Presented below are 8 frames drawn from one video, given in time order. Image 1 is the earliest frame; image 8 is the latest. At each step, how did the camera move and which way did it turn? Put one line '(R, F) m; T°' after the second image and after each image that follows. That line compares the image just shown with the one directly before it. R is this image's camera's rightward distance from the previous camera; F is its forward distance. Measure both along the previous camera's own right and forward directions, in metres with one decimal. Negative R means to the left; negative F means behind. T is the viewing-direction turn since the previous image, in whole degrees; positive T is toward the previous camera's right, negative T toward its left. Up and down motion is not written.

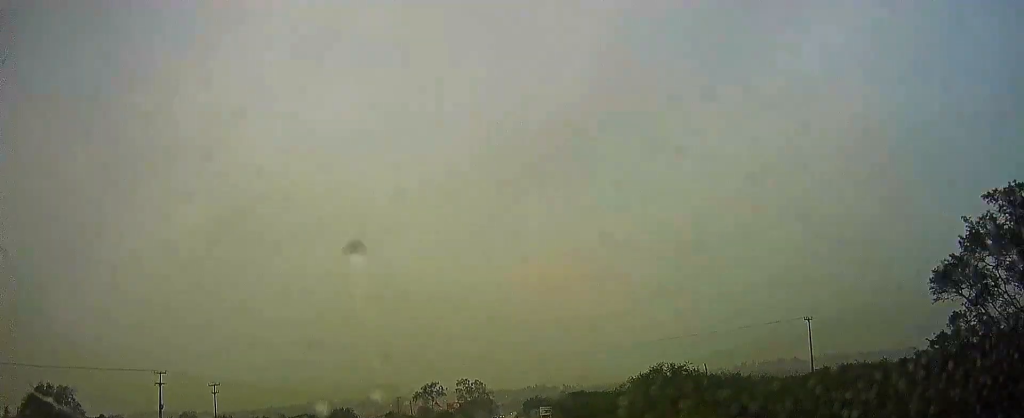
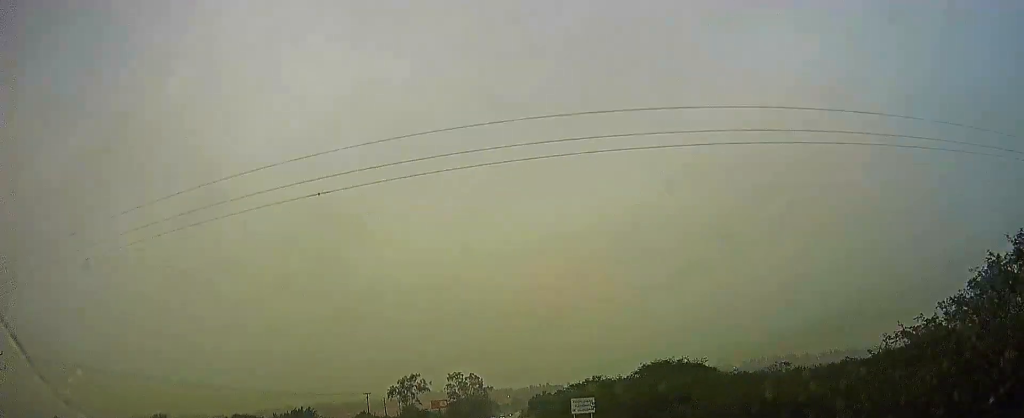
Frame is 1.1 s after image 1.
(-0.2, +43.0) m; 0°
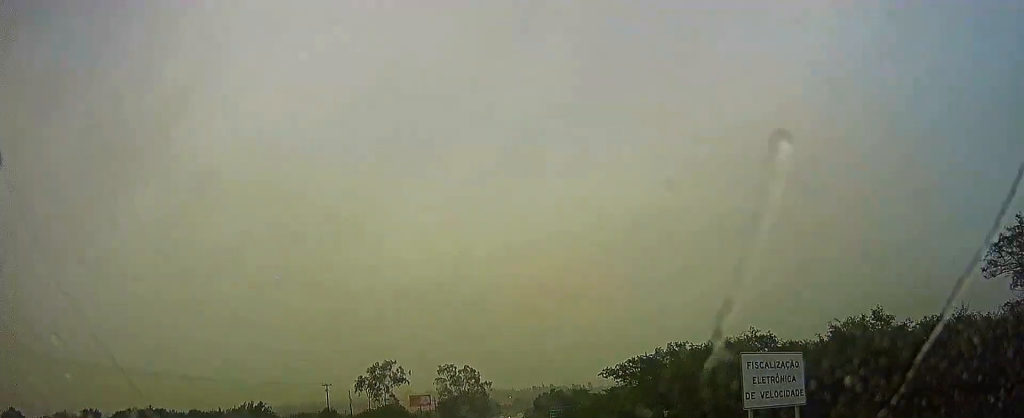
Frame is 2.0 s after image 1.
(-0.1, +34.2) m; 0°
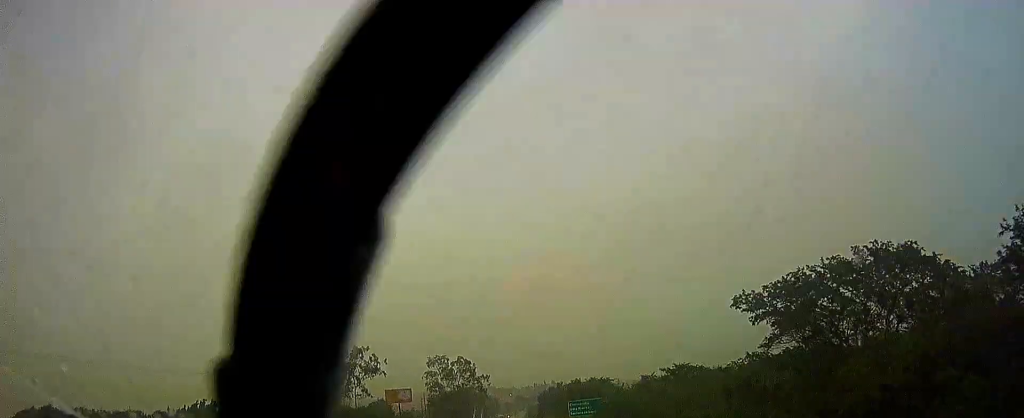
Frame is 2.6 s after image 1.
(-0.2, +22.9) m; 0°
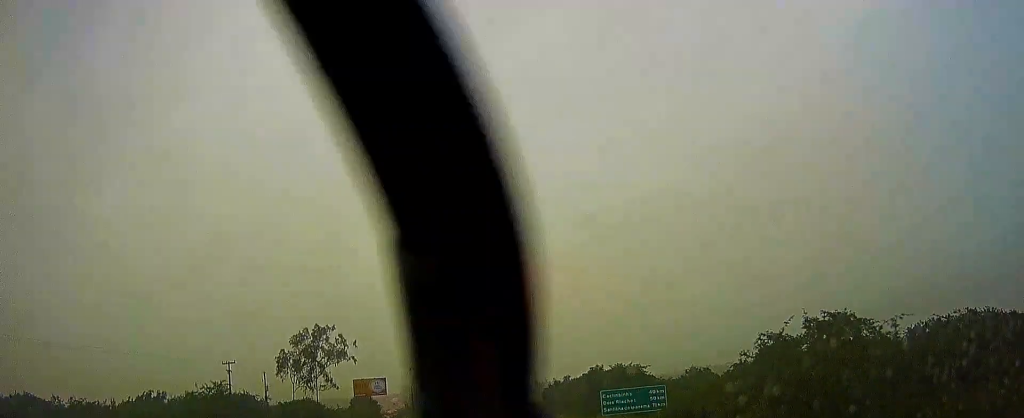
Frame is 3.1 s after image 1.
(+0.1, +19.1) m; 0°
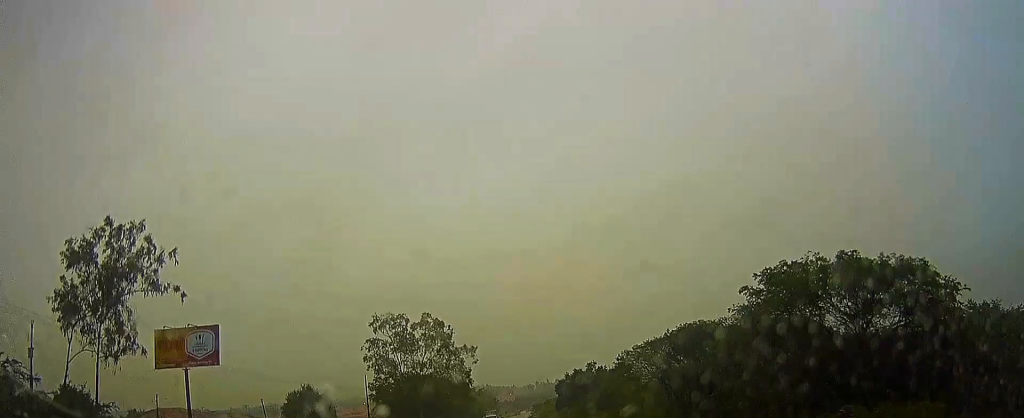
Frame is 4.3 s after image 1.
(+0.1, +43.0) m; 0°
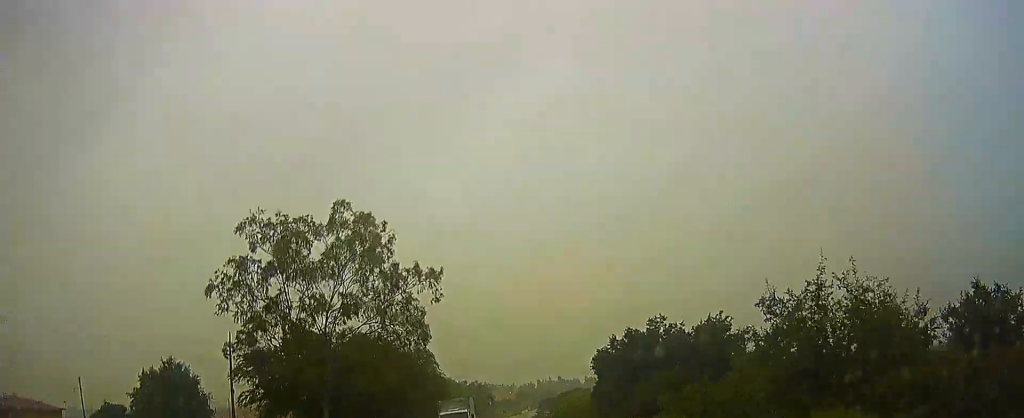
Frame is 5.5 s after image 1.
(-0.6, +45.4) m; -1°
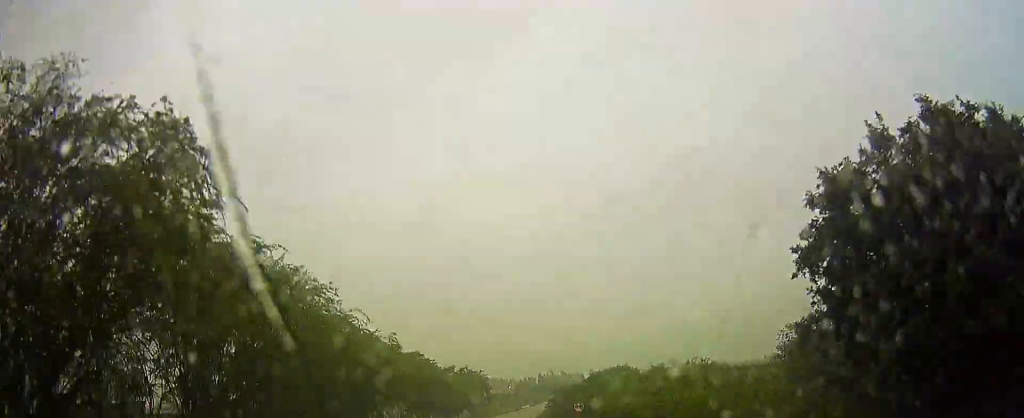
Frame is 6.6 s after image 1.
(+0.3, +42.8) m; +1°
